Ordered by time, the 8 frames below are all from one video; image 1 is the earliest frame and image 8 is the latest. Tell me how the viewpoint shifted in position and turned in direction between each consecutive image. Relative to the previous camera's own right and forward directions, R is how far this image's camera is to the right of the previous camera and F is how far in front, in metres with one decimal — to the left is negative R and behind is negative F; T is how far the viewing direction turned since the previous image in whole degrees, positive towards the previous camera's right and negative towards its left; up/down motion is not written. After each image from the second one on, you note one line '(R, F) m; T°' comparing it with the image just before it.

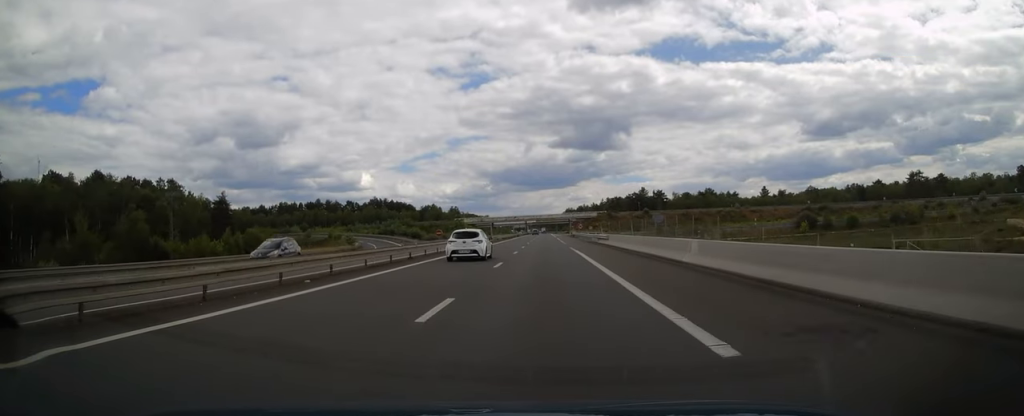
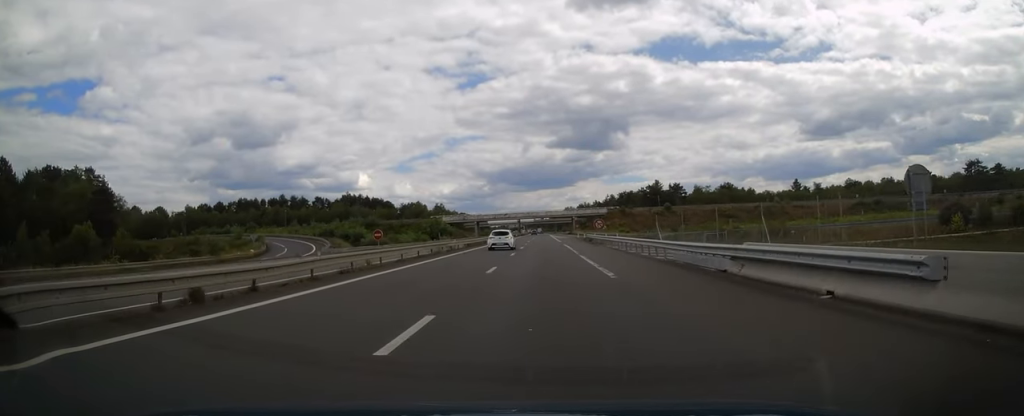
(-0.1, +41.8) m; 0°
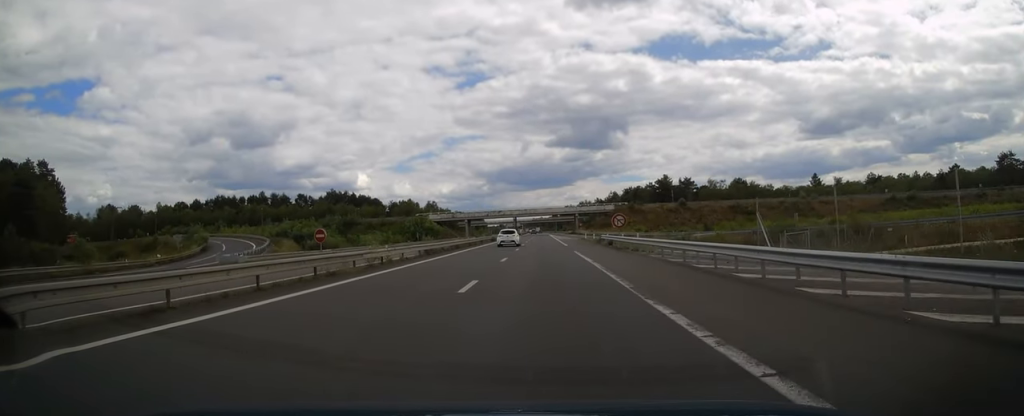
(+0.1, +19.7) m; 0°
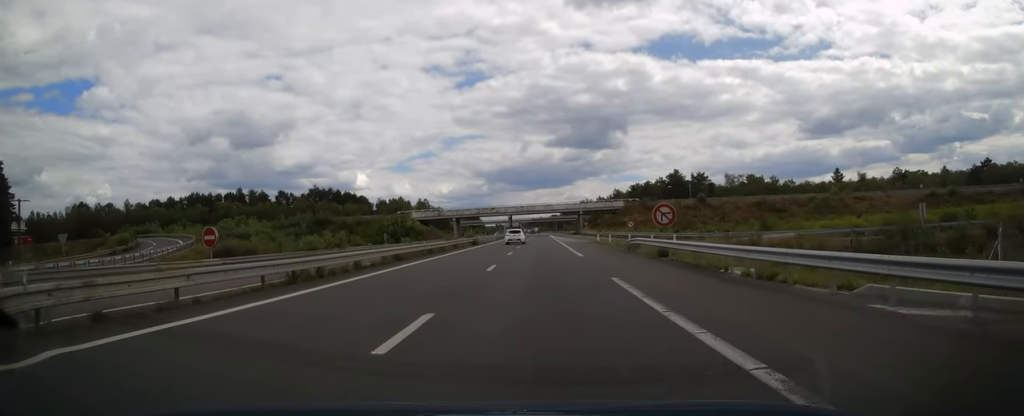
(-0.1, +19.6) m; 0°
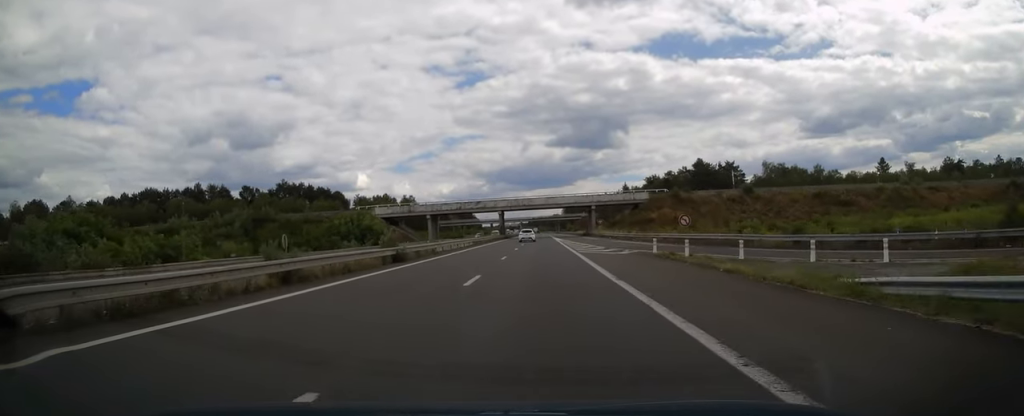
(0.0, +31.3) m; 0°
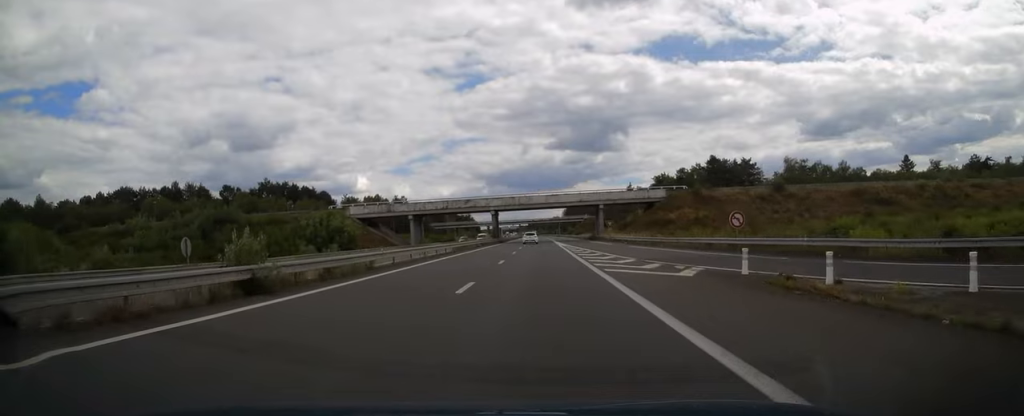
(+0.1, +14.2) m; 0°
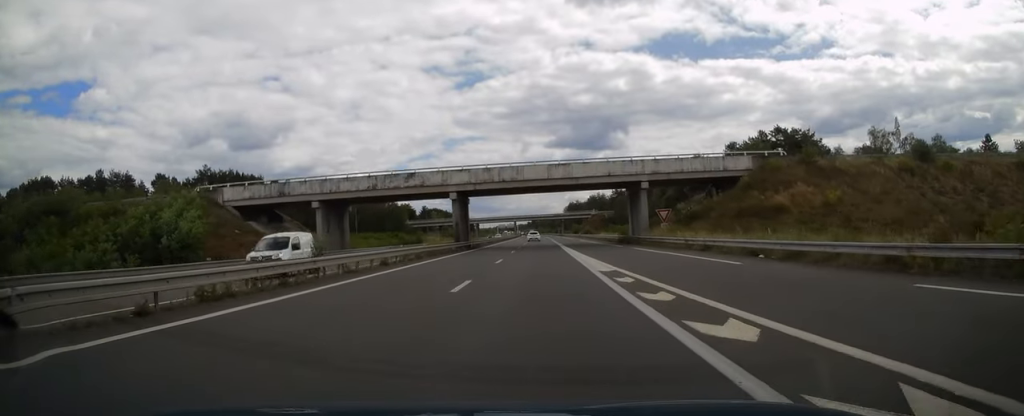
(-0.2, +38.7) m; 0°
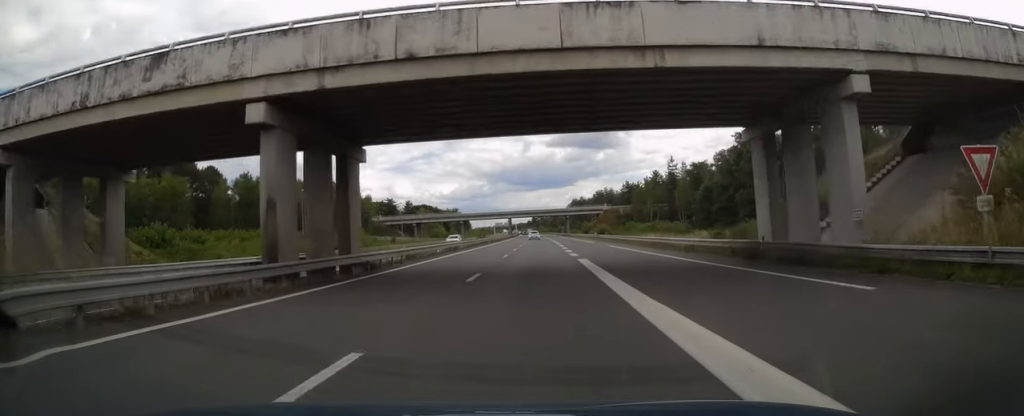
(+0.1, +35.7) m; 0°
